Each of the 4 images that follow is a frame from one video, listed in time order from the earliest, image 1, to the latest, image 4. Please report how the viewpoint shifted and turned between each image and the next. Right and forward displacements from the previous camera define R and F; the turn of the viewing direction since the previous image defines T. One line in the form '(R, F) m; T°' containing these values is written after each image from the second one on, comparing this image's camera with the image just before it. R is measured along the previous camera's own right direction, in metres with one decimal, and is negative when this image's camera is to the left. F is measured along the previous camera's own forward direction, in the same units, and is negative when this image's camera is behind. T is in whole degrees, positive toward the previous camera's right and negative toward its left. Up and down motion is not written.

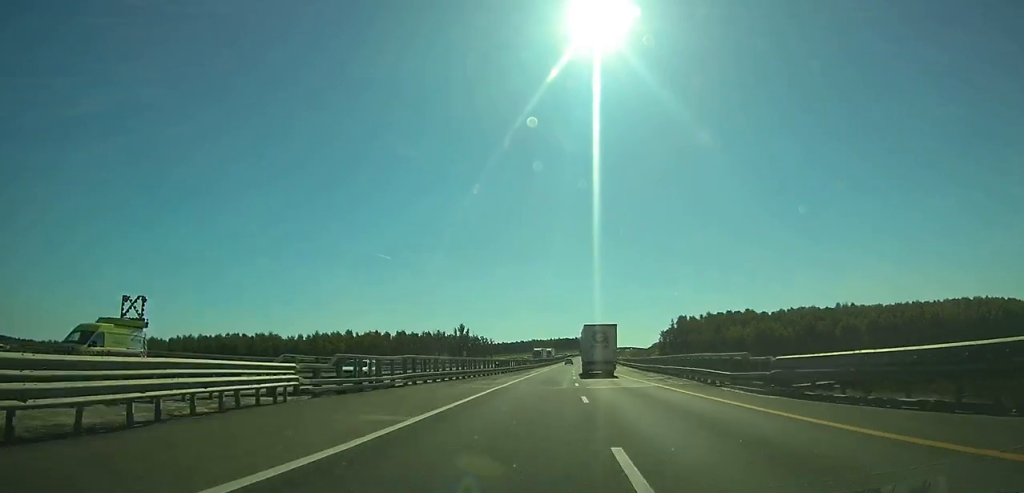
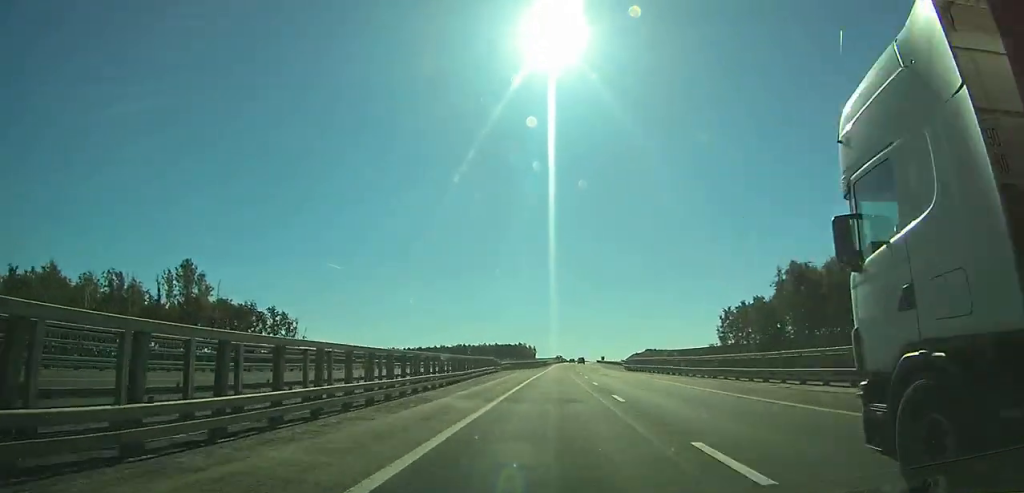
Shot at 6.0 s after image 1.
(+7.7, +190.8) m; +5°
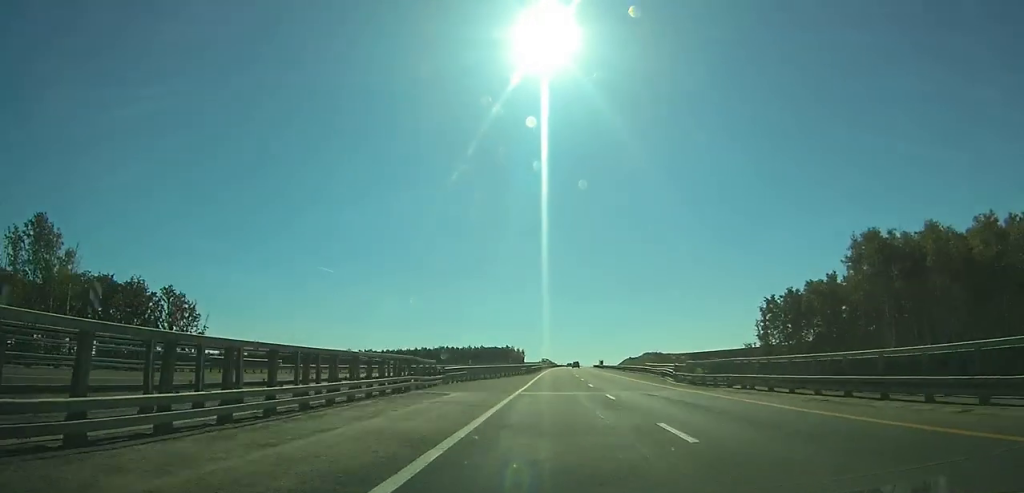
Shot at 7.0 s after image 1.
(+0.2, +32.0) m; +1°
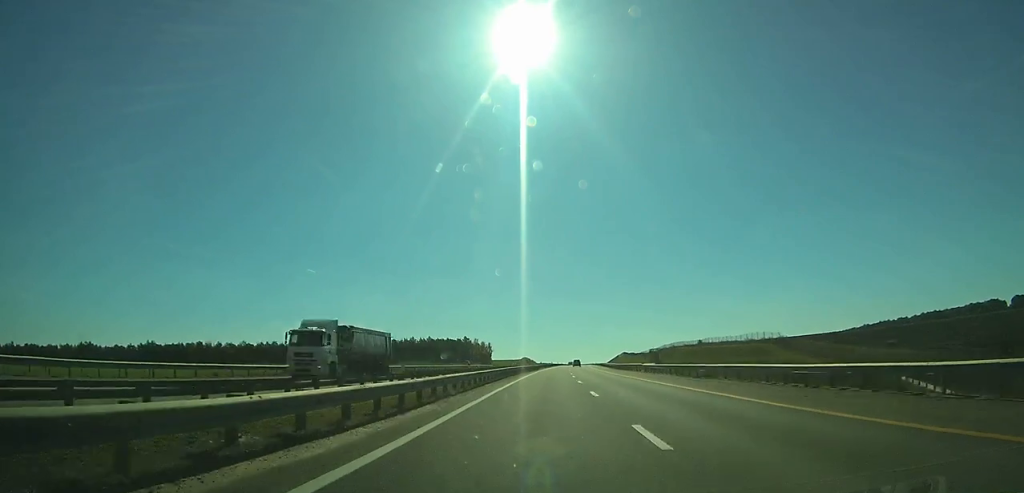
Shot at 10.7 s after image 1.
(+2.9, +120.2) m; +2°
